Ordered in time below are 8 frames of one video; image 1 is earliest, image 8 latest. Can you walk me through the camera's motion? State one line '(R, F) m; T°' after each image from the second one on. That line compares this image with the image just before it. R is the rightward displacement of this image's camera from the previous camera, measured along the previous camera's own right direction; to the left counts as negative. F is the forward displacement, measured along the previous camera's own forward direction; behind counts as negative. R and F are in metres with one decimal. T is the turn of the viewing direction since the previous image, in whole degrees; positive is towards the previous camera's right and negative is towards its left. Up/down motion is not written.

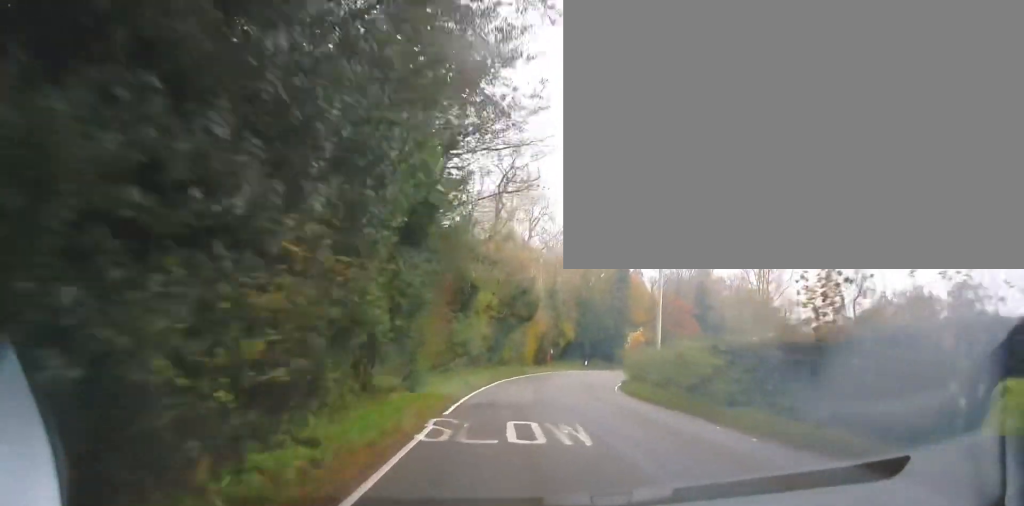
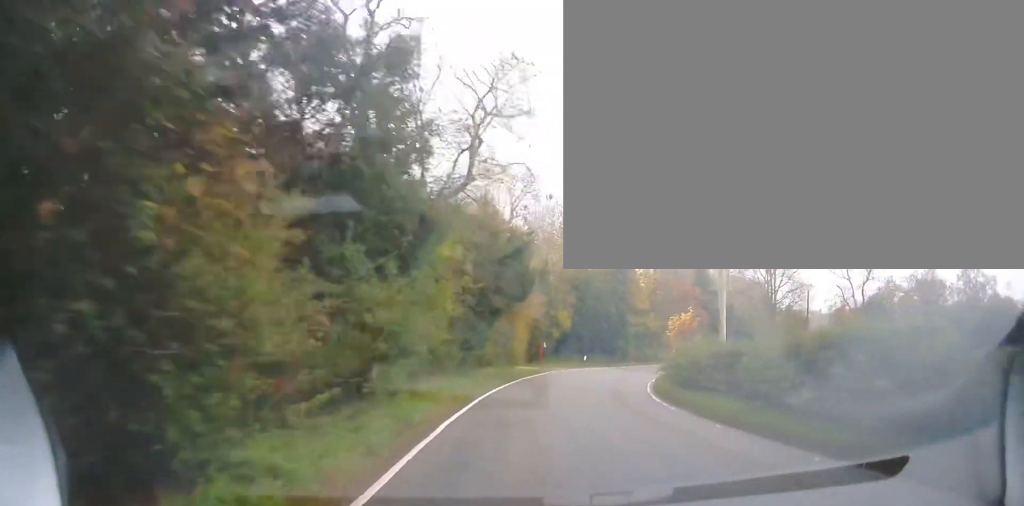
(+0.2, +10.3) m; +1°
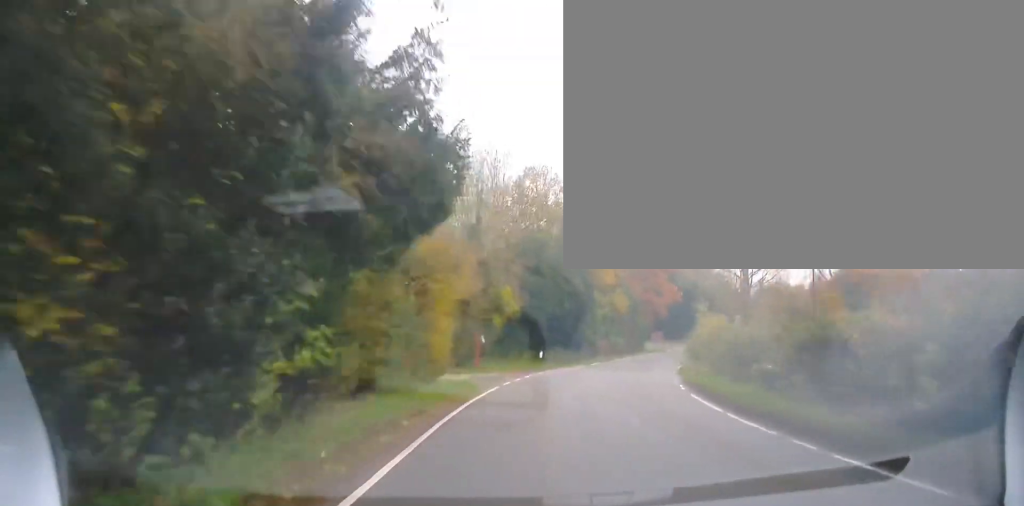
(+0.2, +14.7) m; +2°
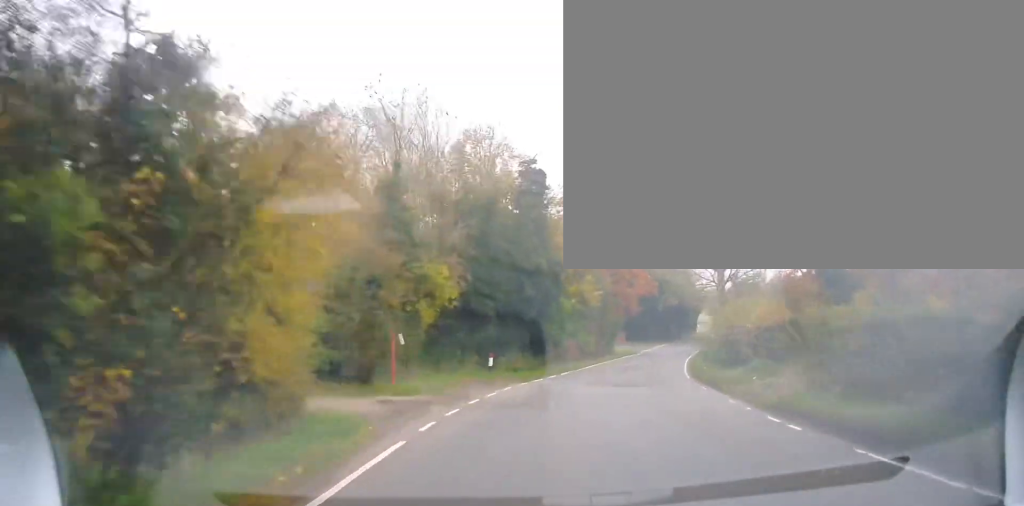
(+0.1, +9.8) m; +5°
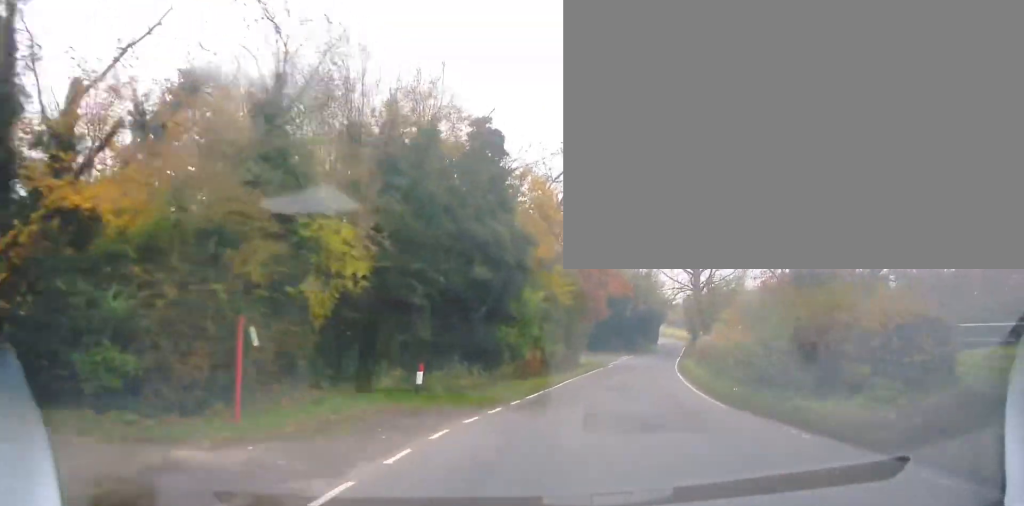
(+0.6, +7.8) m; +6°
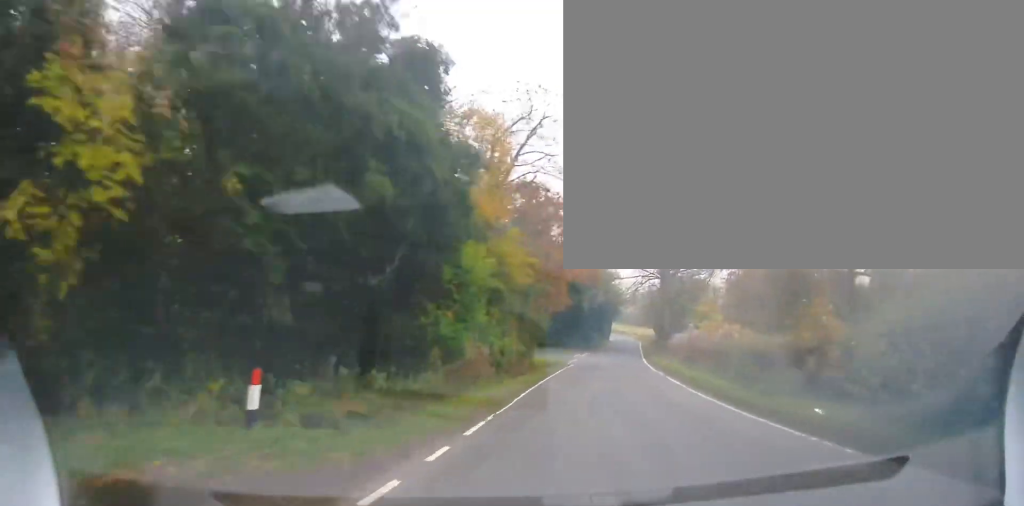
(+0.3, +7.5) m; +6°
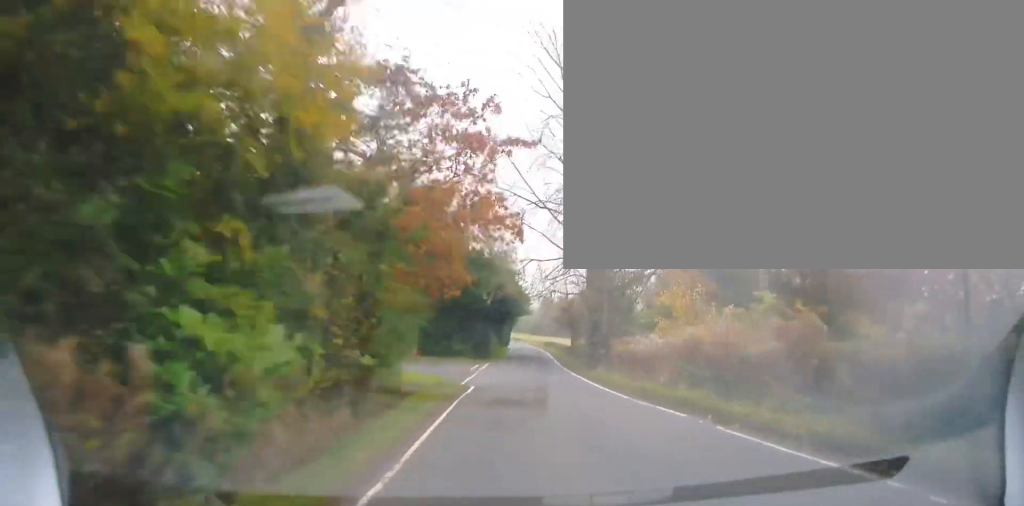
(+1.3, +14.4) m; +8°
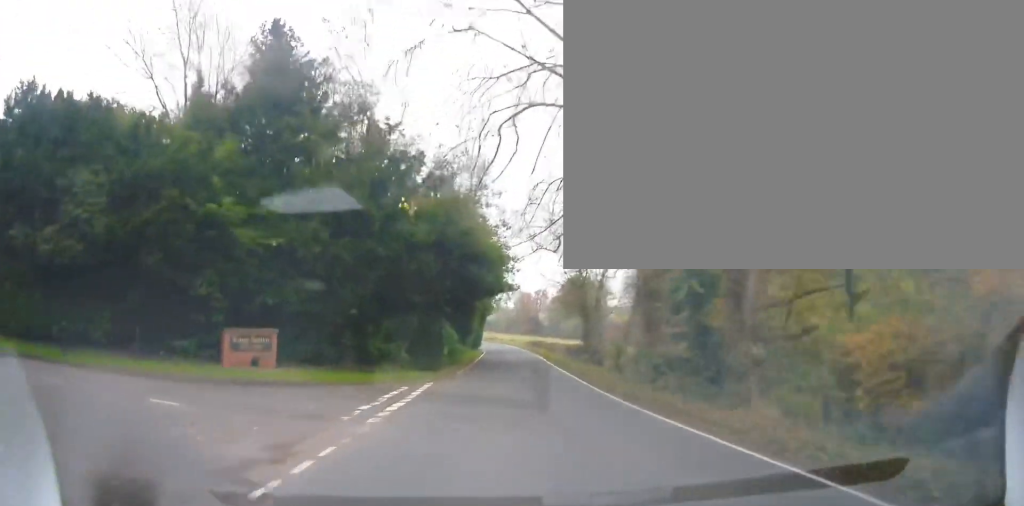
(+1.5, +22.9) m; +5°
